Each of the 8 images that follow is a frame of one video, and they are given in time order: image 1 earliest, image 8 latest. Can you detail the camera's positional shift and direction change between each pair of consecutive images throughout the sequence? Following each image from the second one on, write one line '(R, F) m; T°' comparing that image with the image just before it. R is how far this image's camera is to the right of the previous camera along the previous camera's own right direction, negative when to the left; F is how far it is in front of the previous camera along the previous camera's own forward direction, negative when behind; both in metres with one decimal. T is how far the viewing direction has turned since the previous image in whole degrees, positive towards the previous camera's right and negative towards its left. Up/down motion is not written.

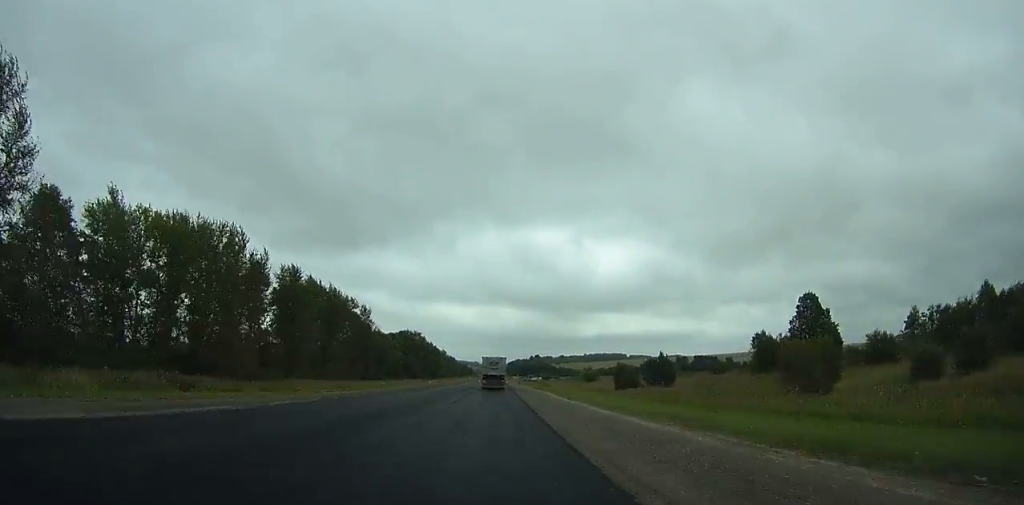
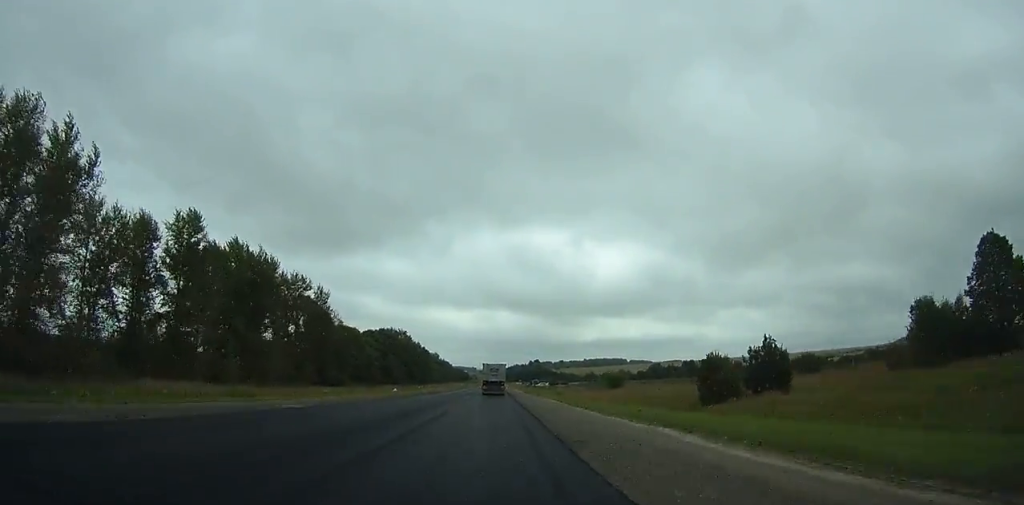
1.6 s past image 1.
(+0.1, +35.5) m; 0°
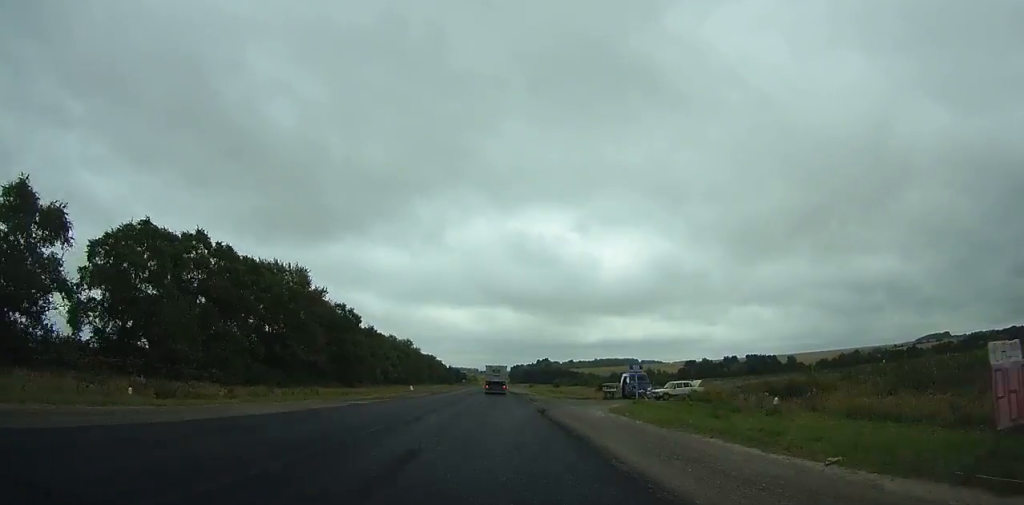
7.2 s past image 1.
(+0.3, +125.3) m; 0°
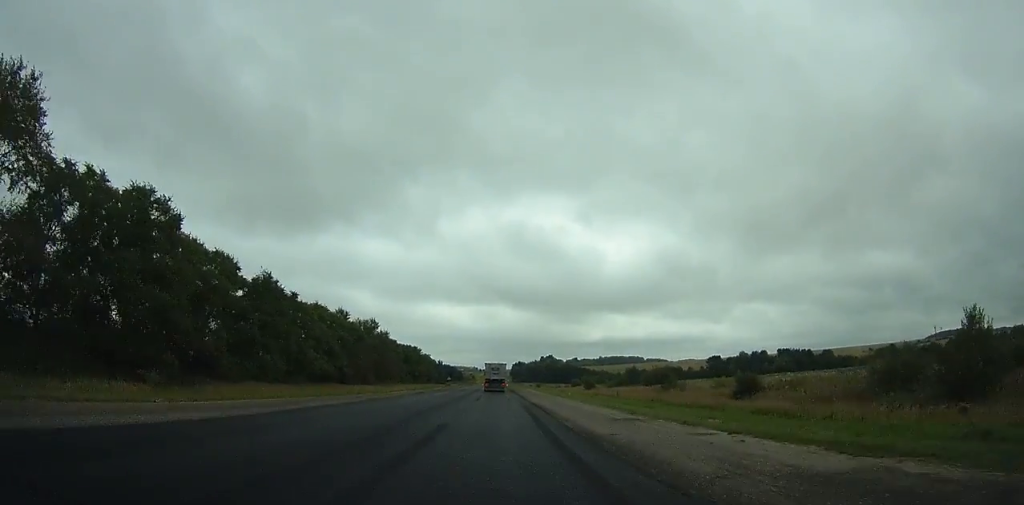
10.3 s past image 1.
(+0.1, +70.4) m; 0°
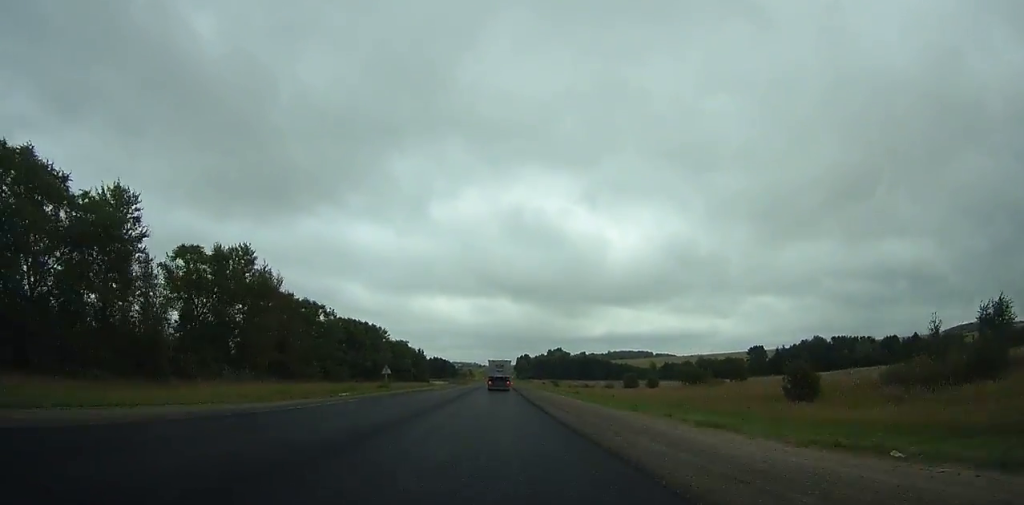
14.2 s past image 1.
(-0.6, +89.3) m; 0°
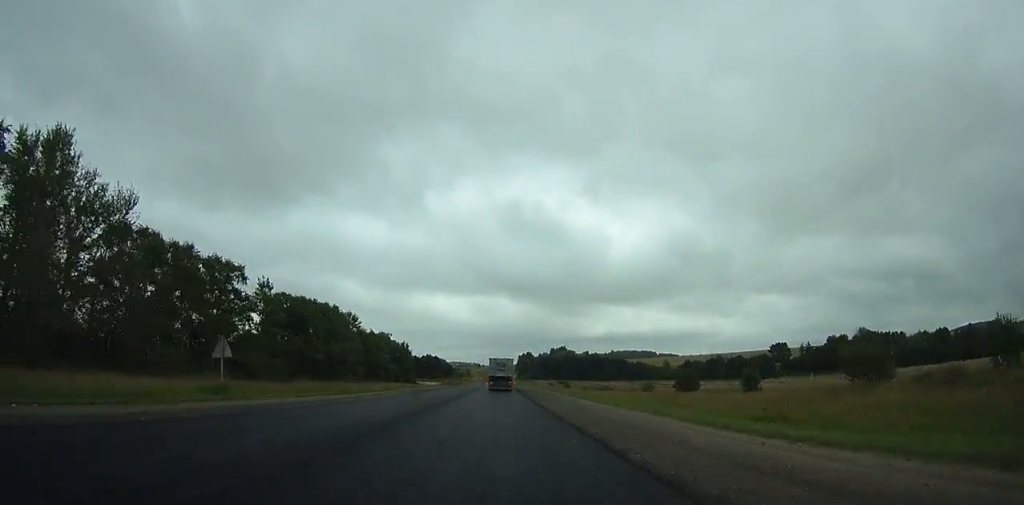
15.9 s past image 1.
(-0.1, +38.7) m; 0°
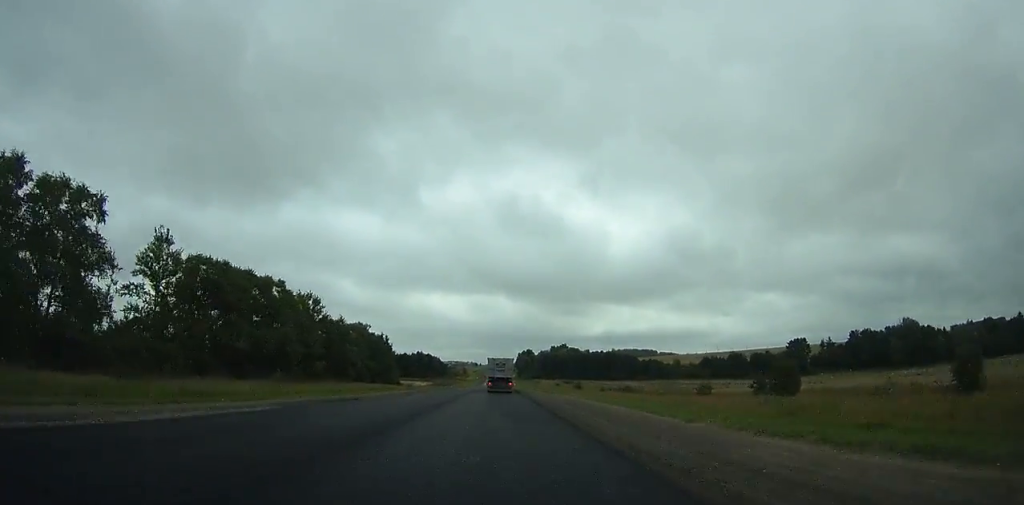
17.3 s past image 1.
(0.0, +31.3) m; 0°
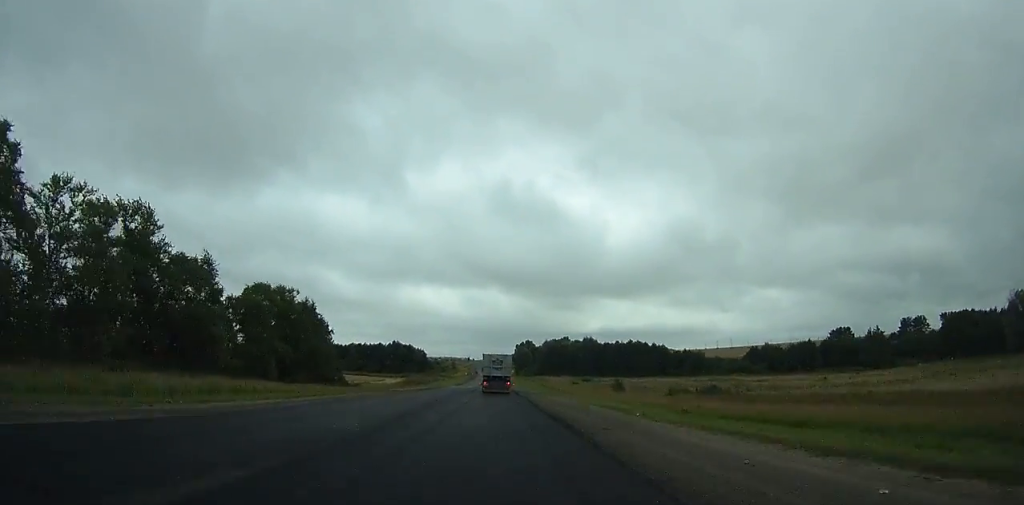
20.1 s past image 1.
(+0.3, +60.7) m; 0°
